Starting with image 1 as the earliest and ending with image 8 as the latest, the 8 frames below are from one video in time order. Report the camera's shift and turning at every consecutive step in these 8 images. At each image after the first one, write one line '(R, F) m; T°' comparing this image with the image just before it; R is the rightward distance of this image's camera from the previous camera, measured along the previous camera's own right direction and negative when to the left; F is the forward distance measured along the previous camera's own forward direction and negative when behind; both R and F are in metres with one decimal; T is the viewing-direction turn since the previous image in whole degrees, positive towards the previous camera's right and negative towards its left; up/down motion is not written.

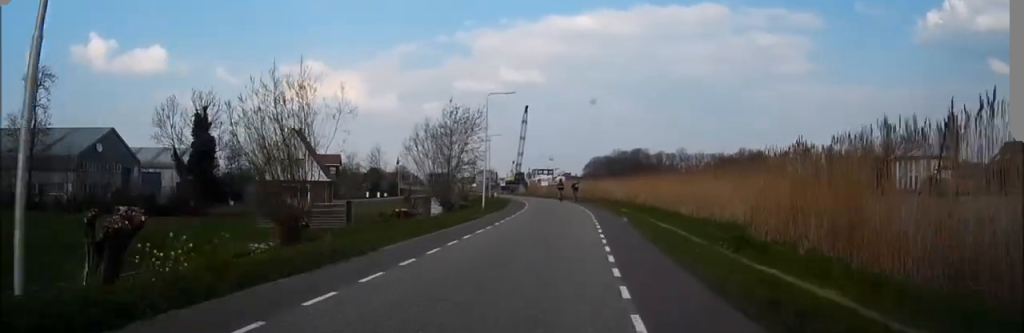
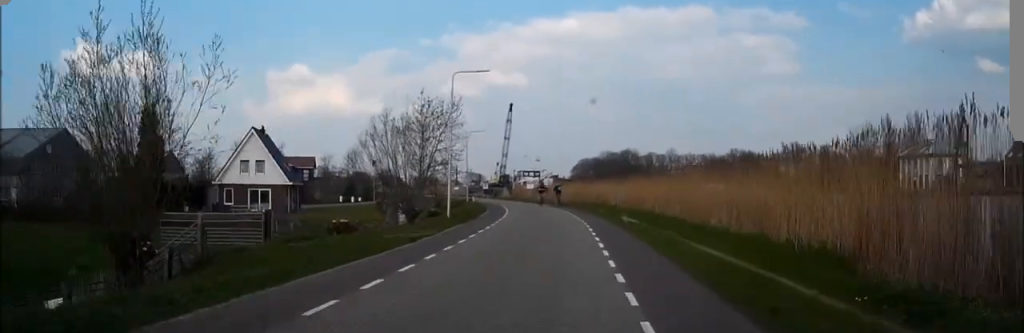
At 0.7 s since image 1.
(+0.1, +8.0) m; +2°
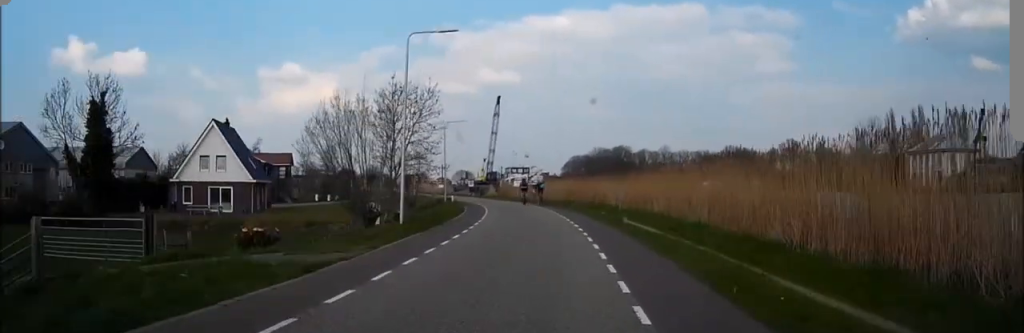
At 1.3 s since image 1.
(+0.2, +7.2) m; +1°
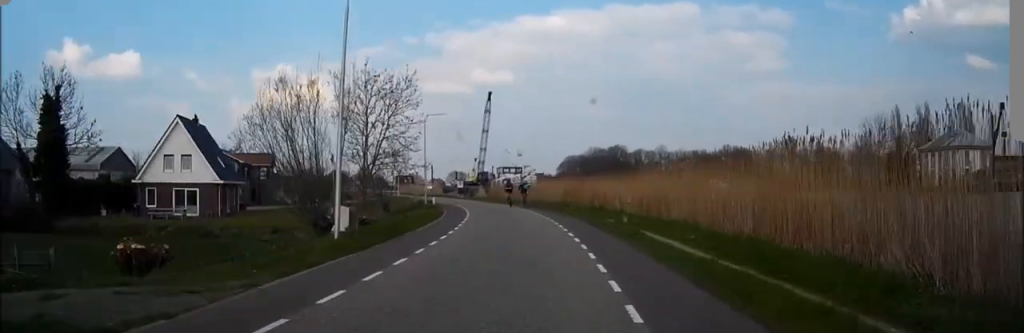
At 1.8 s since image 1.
(0.0, +5.9) m; 0°
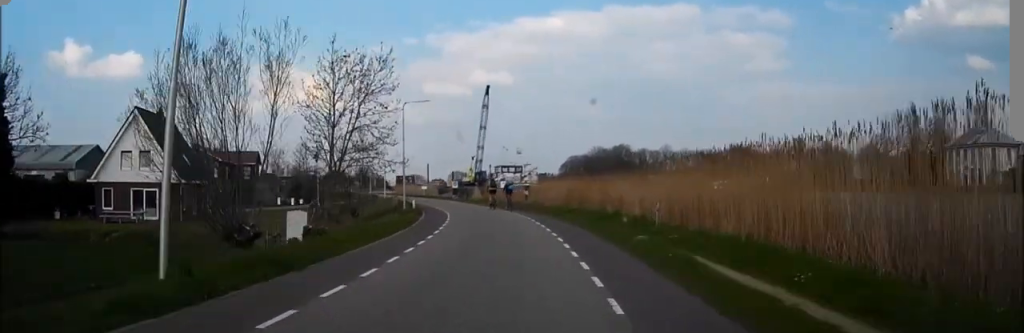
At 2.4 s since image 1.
(0.0, +7.5) m; 0°
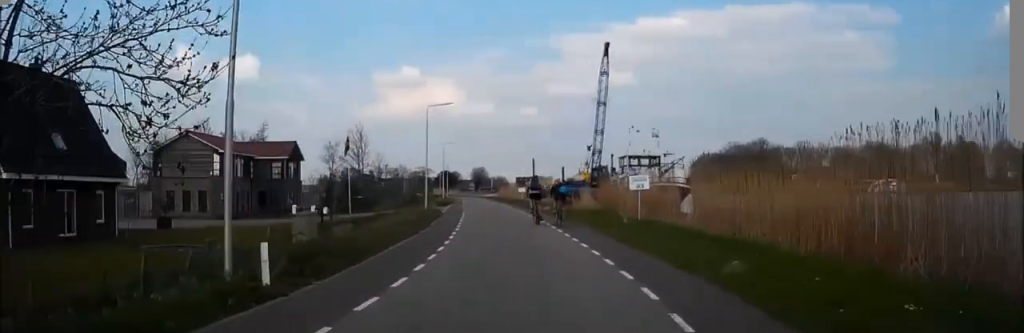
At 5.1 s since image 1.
(-1.7, +31.2) m; -9°
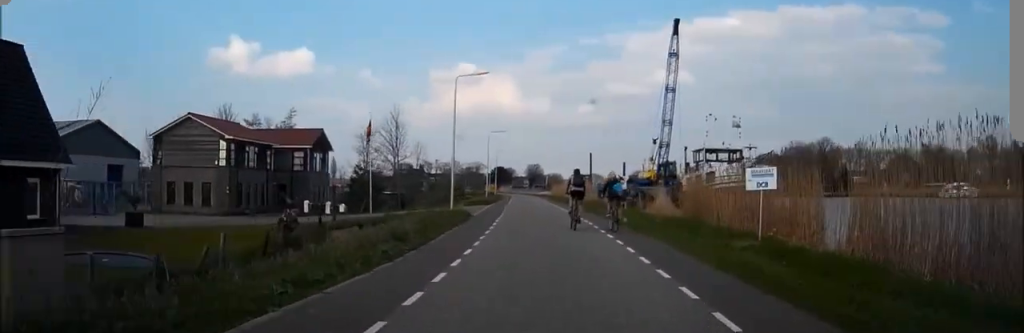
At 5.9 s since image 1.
(-0.4, +9.8) m; -5°
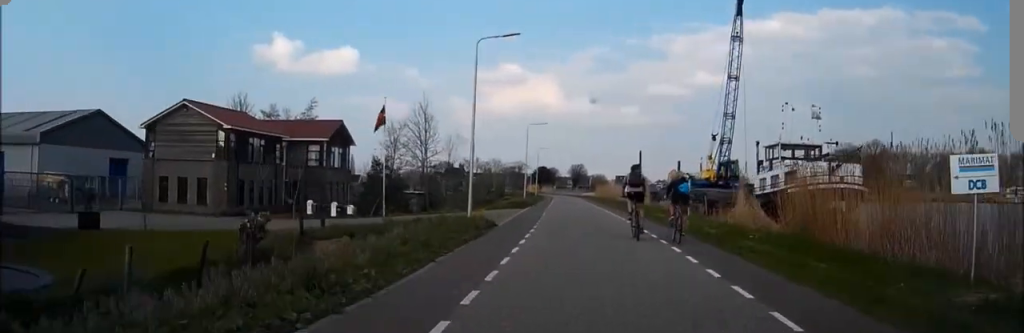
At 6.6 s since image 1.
(-0.2, +7.9) m; -3°
